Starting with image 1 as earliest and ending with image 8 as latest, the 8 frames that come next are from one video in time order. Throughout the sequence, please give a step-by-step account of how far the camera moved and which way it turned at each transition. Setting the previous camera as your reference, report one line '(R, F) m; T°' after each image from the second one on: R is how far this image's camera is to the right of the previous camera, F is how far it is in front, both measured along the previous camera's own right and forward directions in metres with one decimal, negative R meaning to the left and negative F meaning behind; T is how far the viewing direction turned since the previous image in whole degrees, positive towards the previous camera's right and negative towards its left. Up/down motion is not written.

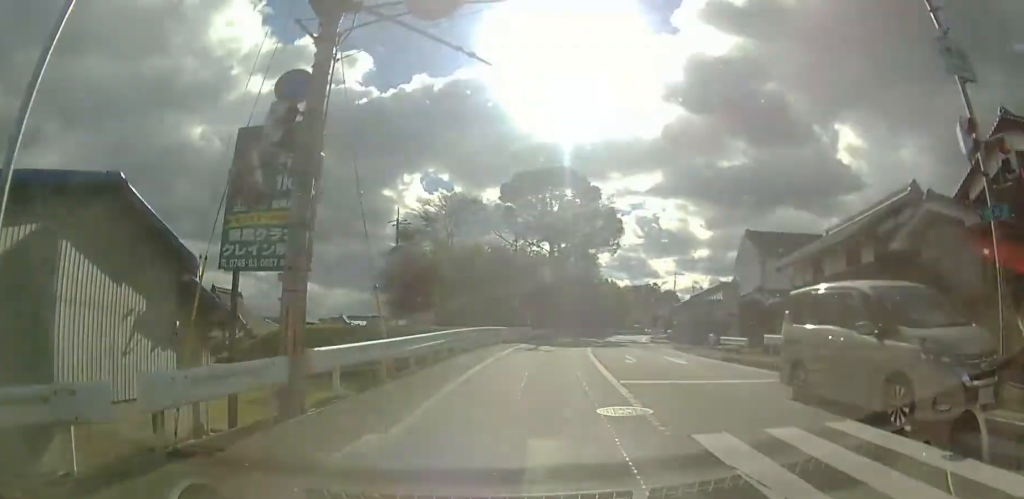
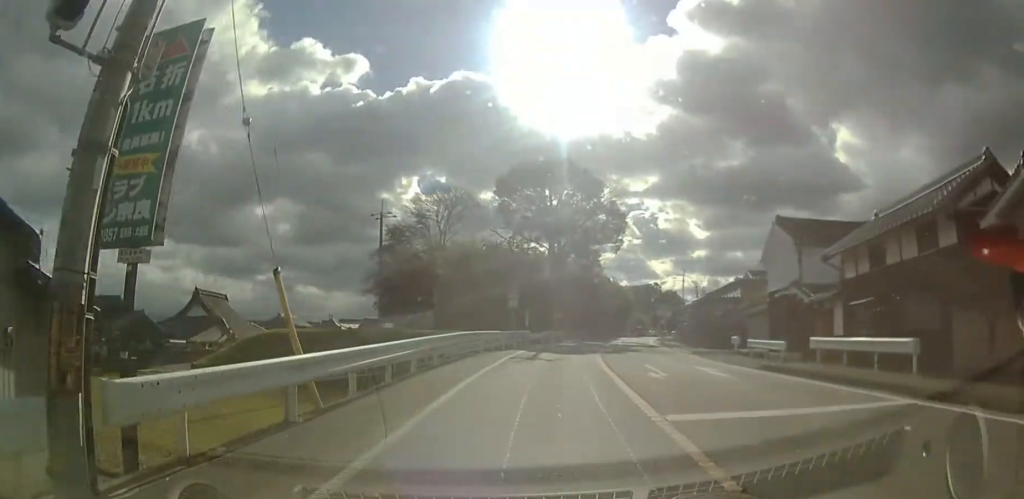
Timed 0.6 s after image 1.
(0.0, +3.1) m; +1°
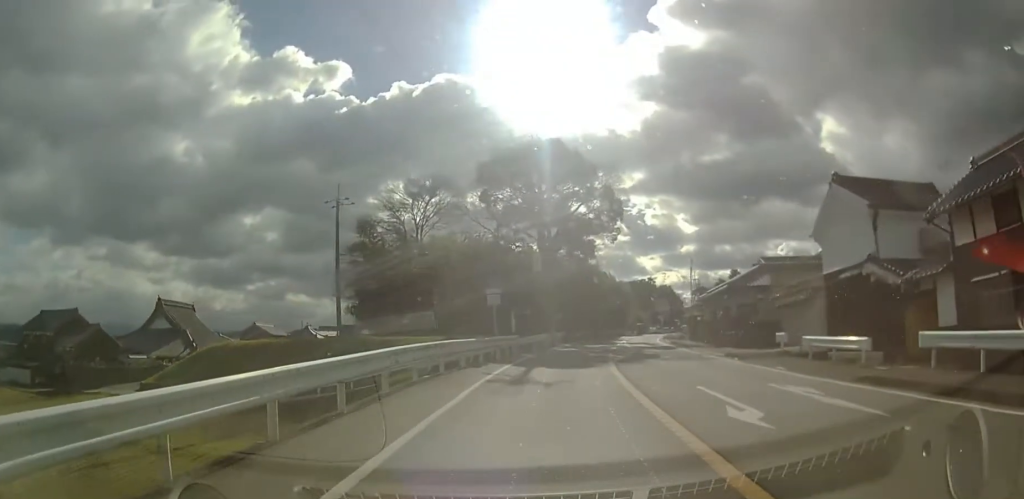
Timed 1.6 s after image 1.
(+0.1, +5.5) m; +3°
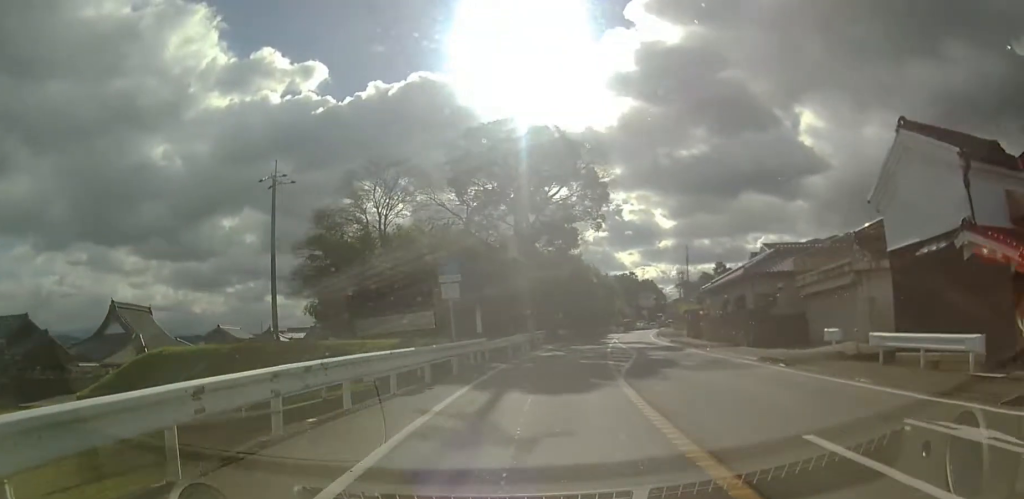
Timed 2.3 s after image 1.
(+0.1, +4.8) m; +3°
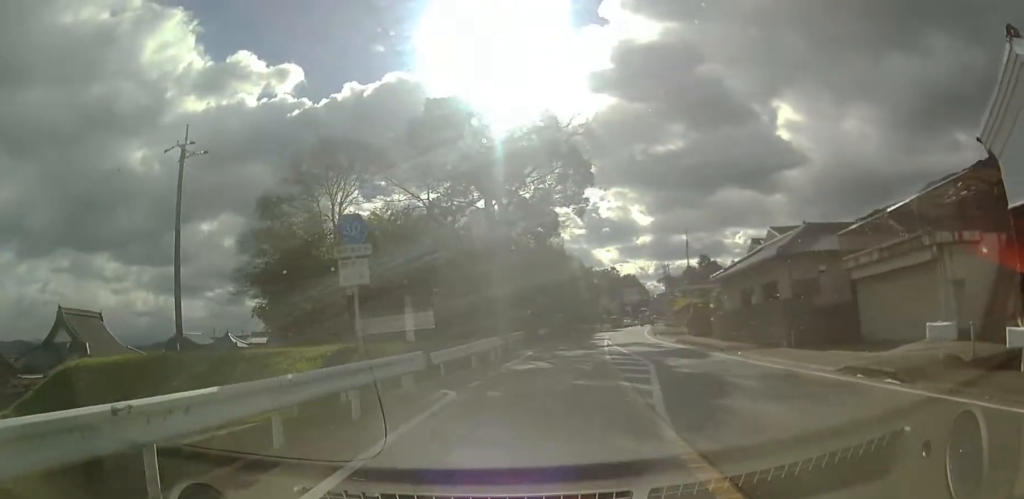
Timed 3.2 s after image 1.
(+0.2, +6.0) m; +2°
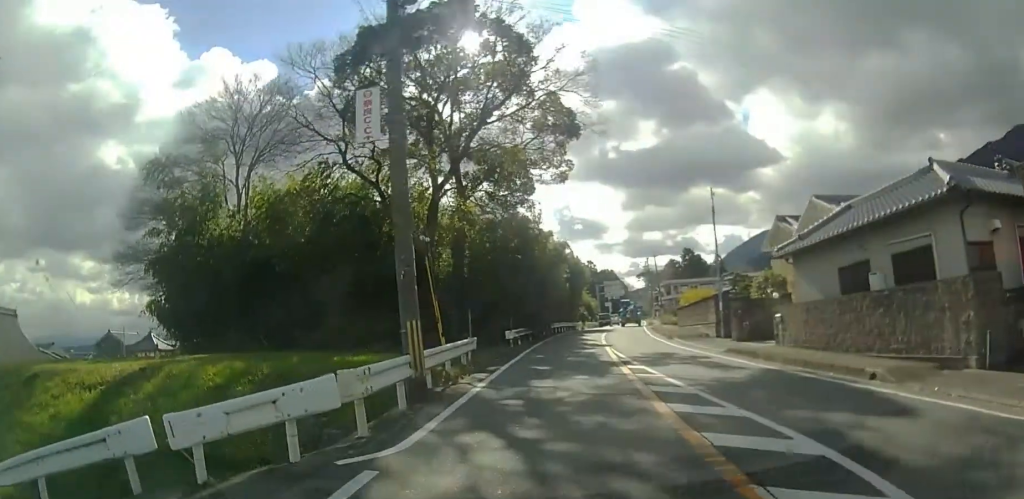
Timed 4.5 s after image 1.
(+0.2, +10.7) m; +1°
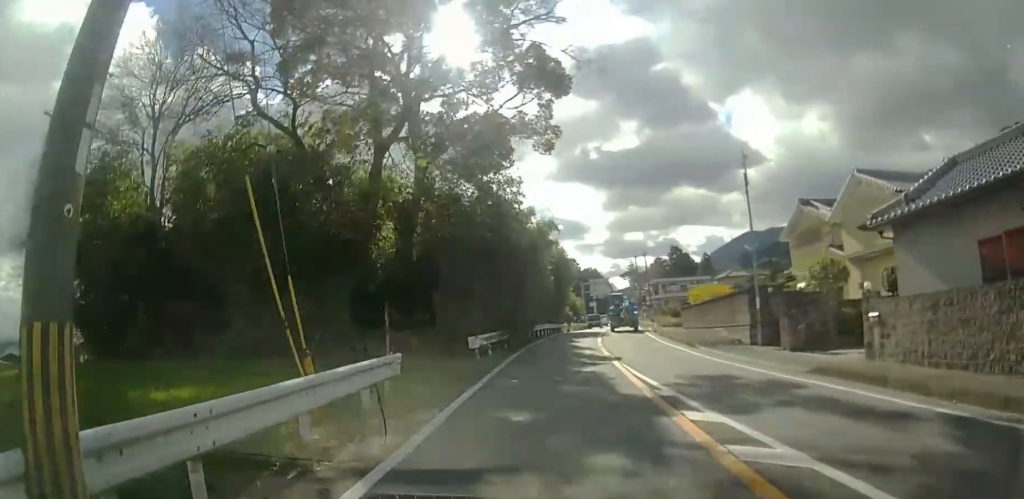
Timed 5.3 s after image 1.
(0.0, +6.8) m; 0°
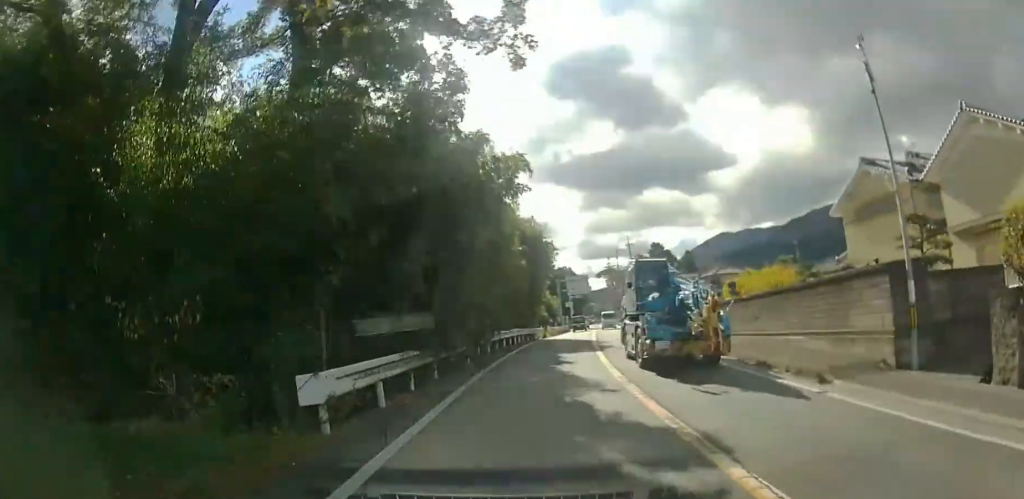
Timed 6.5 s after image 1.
(0.0, +11.1) m; 0°
